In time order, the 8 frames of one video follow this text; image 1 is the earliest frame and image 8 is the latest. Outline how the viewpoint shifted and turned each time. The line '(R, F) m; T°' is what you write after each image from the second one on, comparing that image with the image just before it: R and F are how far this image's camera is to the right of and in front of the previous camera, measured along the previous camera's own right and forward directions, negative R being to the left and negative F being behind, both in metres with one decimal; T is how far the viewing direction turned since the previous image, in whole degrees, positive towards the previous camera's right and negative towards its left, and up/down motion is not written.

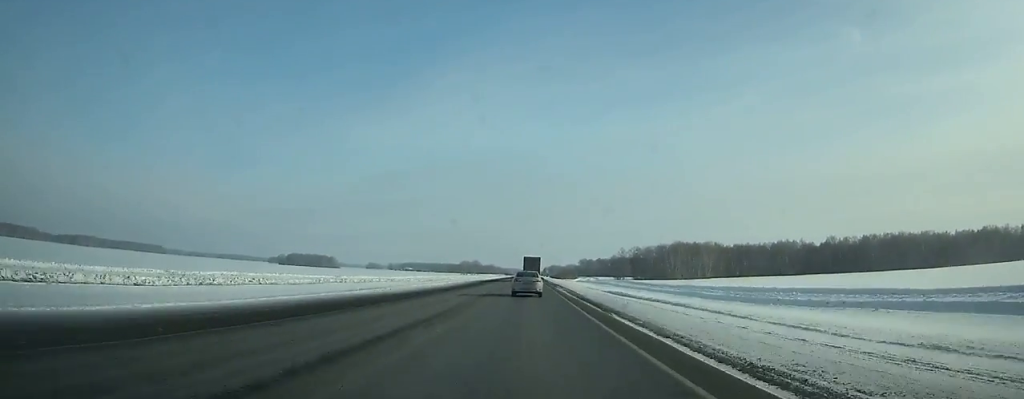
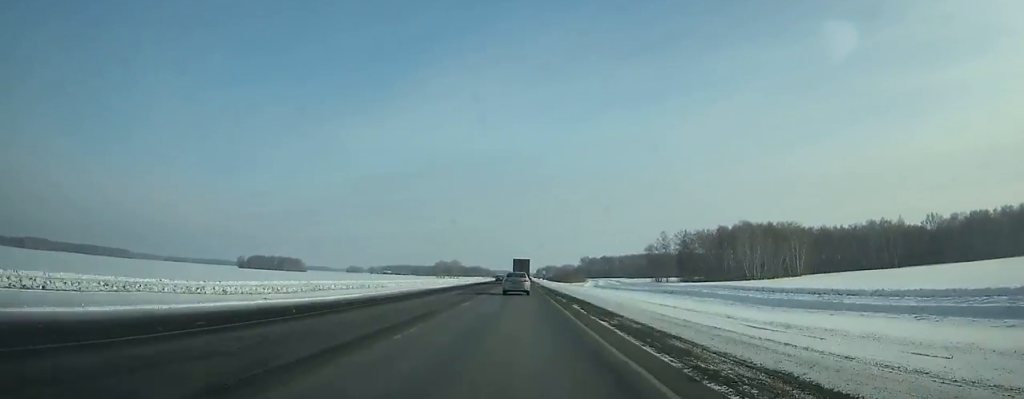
(+0.5, +119.9) m; 0°
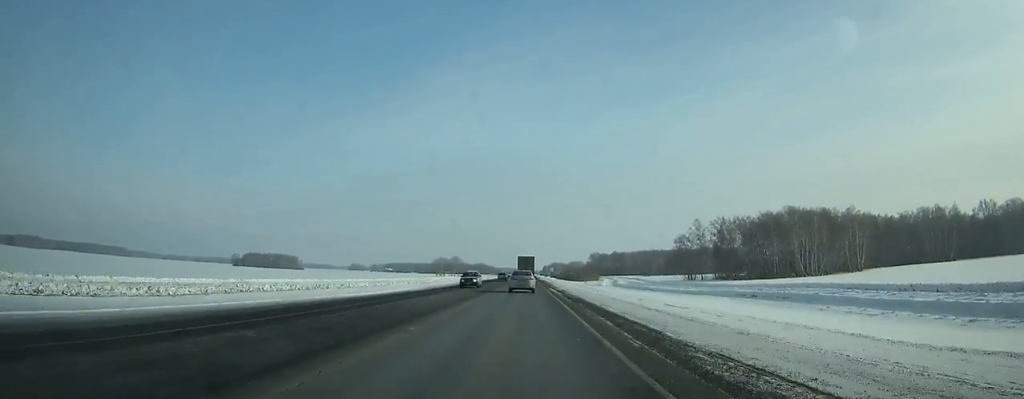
(0.0, +36.8) m; 0°
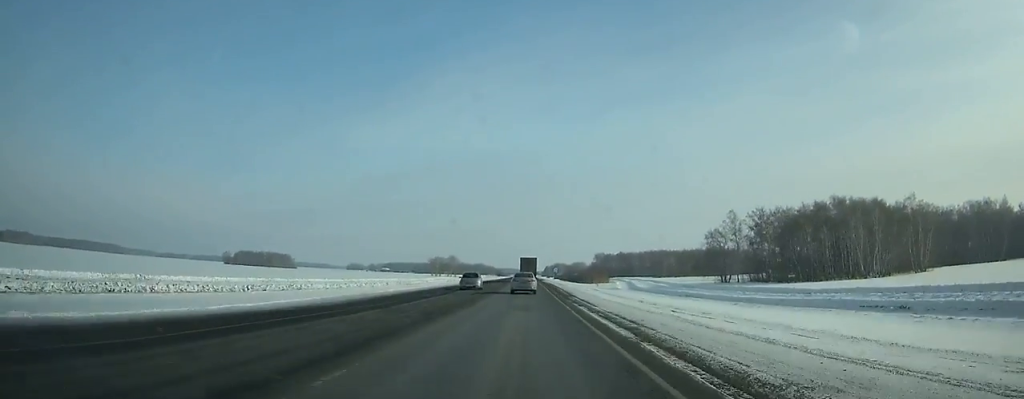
(-0.1, +30.4) m; 0°
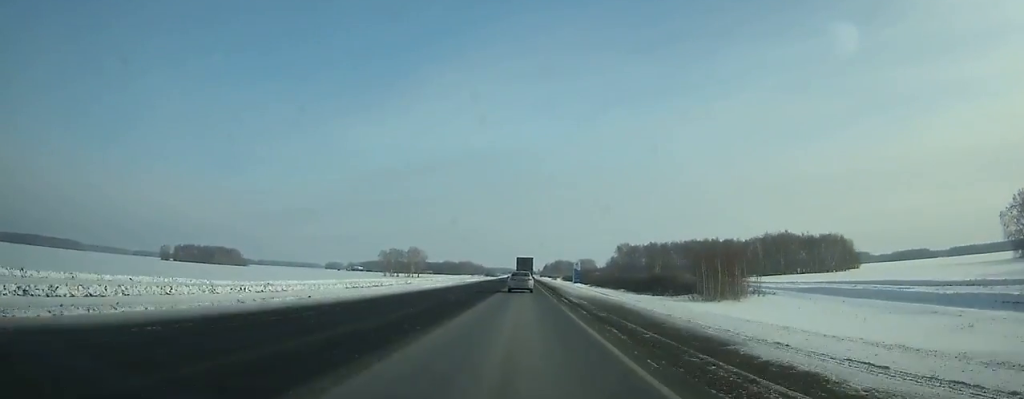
(+0.3, +147.1) m; 0°
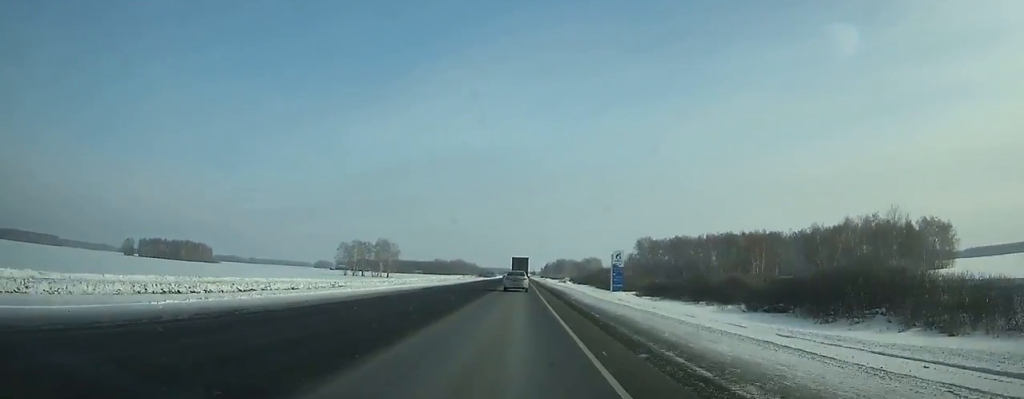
(-0.1, +70.5) m; 0°
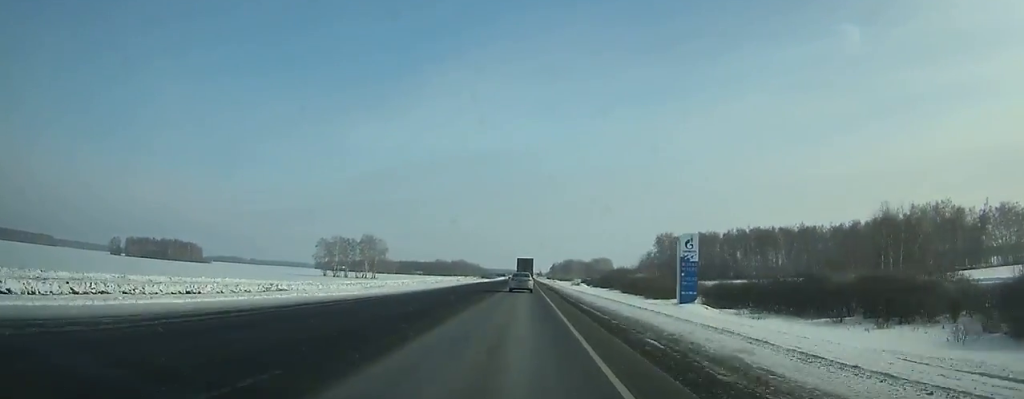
(0.0, +33.6) m; 0°
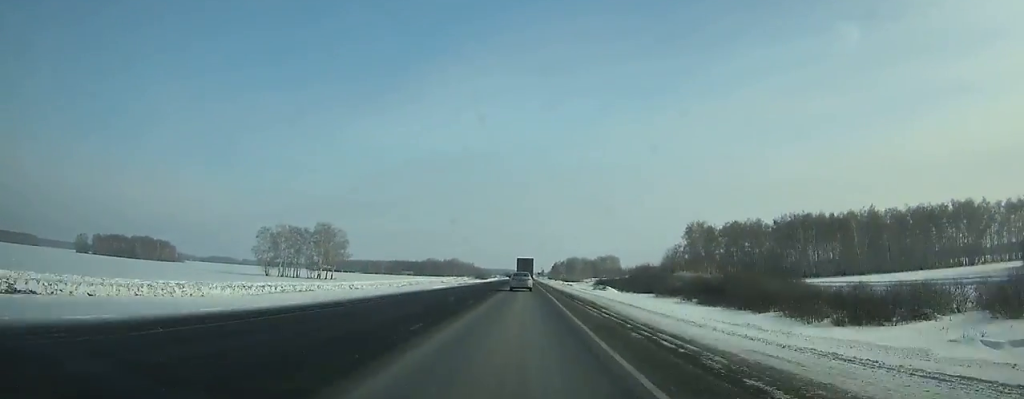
(+0.1, +52.2) m; 0°
